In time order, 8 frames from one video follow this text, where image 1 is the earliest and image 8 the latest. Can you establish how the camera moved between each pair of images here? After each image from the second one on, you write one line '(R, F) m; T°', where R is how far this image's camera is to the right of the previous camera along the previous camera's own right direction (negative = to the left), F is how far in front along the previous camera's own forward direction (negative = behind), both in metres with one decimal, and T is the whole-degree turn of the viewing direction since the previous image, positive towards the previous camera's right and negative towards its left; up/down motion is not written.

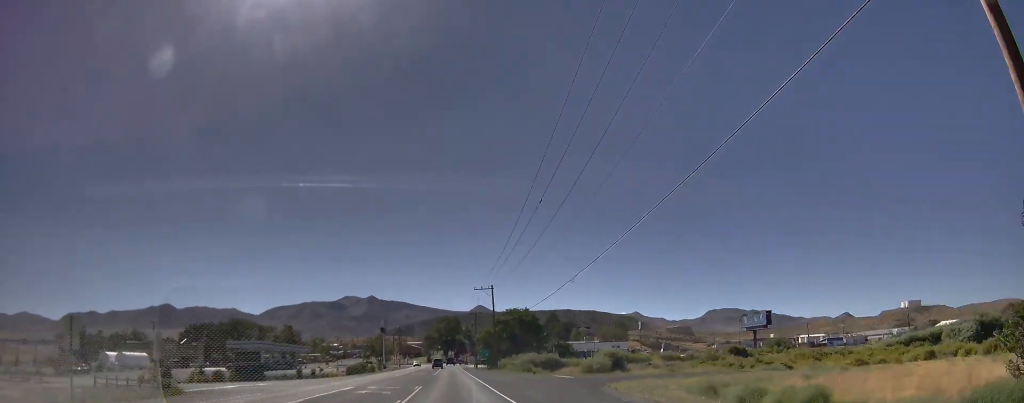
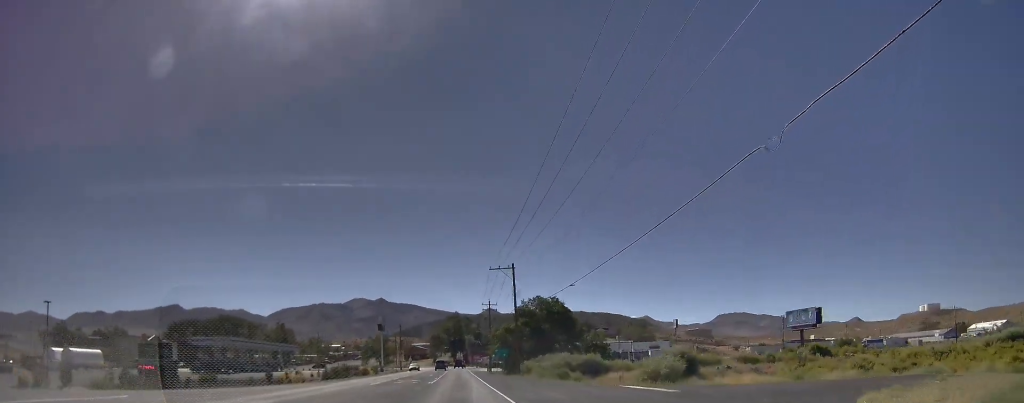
(+1.2, +23.0) m; +3°
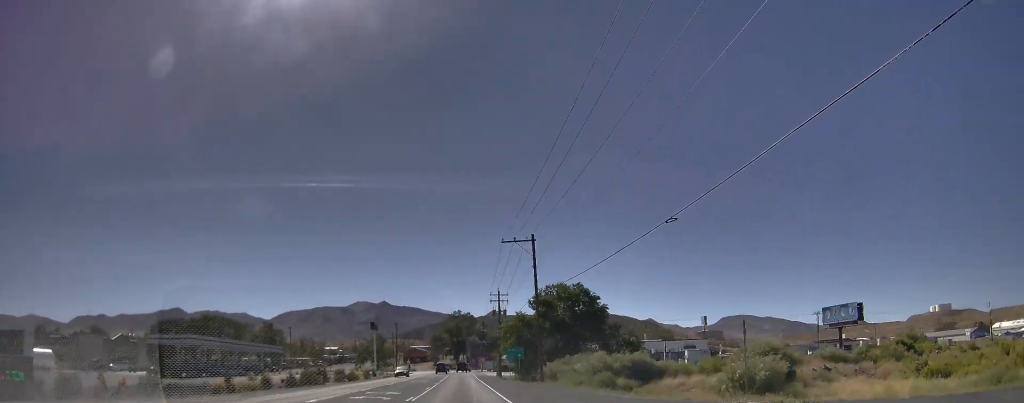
(0.0, +17.7) m; 0°
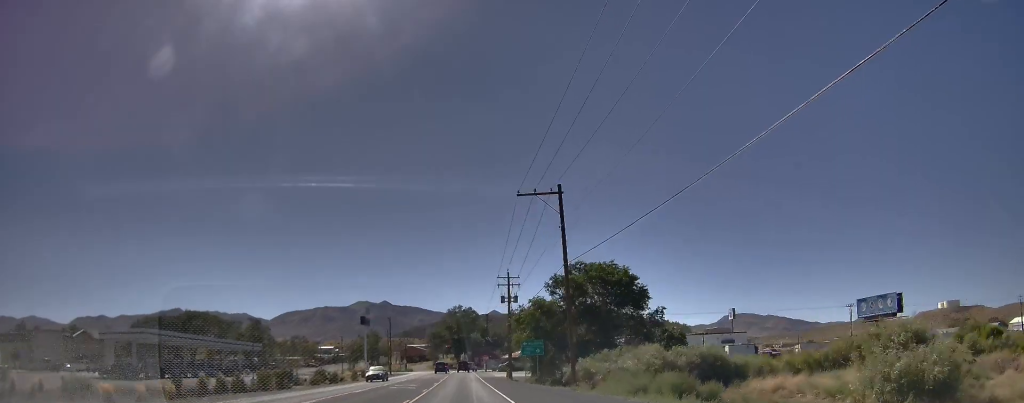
(0.0, +15.3) m; 0°
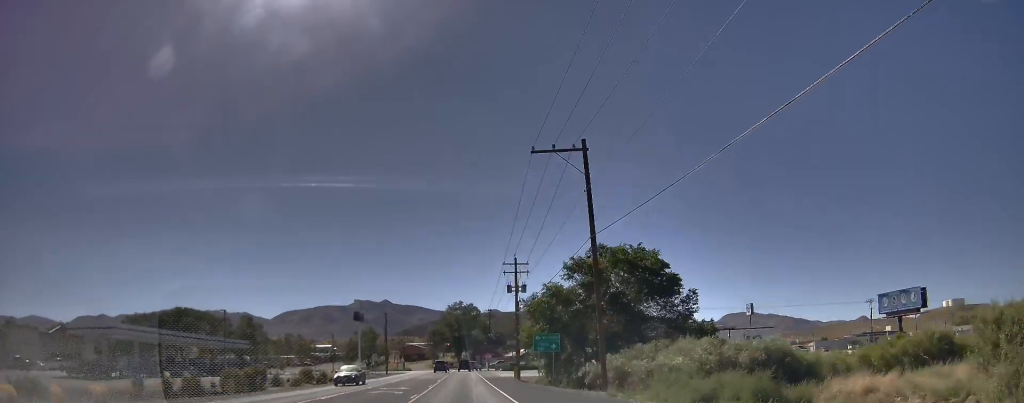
(0.0, +8.3) m; 0°
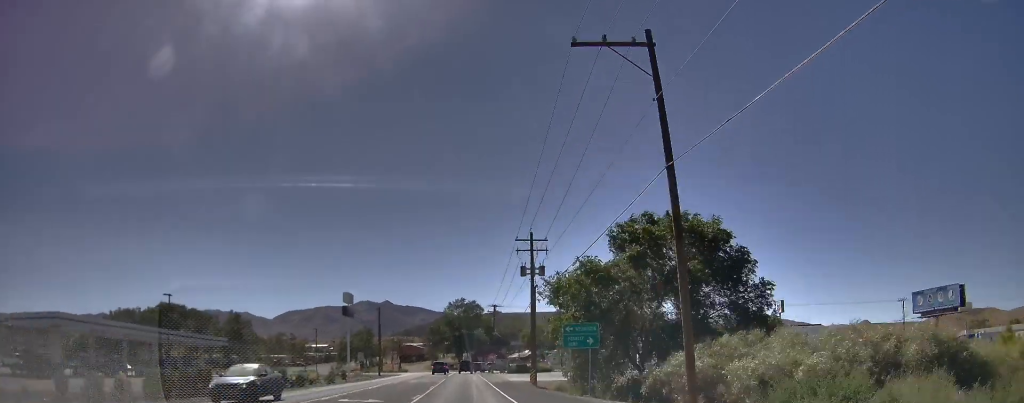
(0.0, +12.3) m; 0°
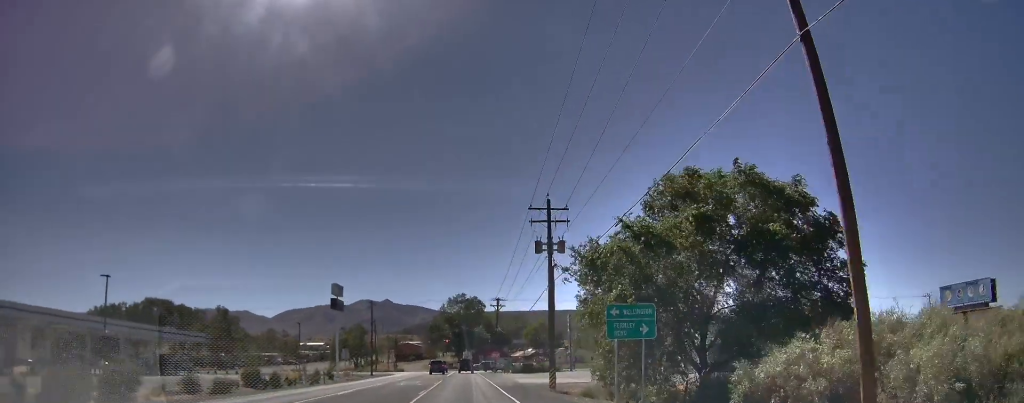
(0.0, +9.4) m; 0°
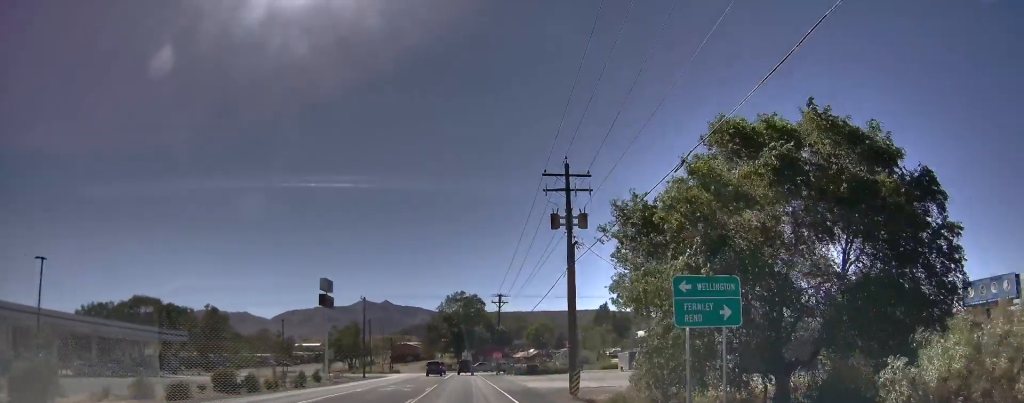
(0.0, +7.3) m; 0°
